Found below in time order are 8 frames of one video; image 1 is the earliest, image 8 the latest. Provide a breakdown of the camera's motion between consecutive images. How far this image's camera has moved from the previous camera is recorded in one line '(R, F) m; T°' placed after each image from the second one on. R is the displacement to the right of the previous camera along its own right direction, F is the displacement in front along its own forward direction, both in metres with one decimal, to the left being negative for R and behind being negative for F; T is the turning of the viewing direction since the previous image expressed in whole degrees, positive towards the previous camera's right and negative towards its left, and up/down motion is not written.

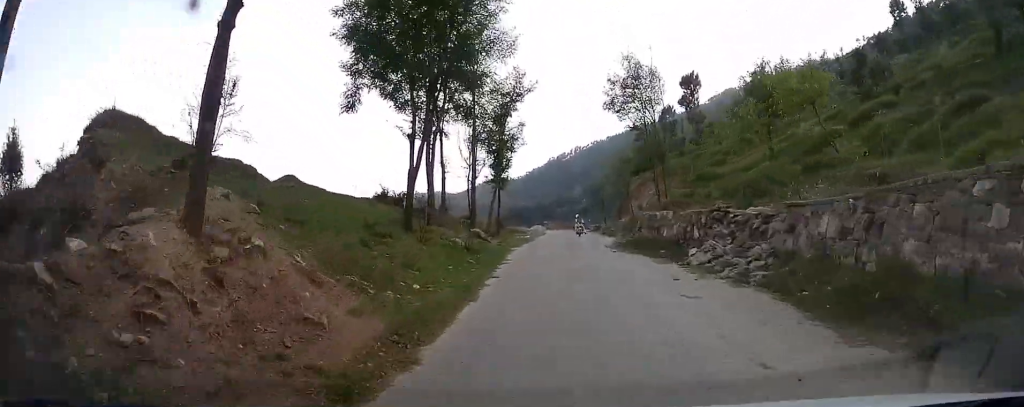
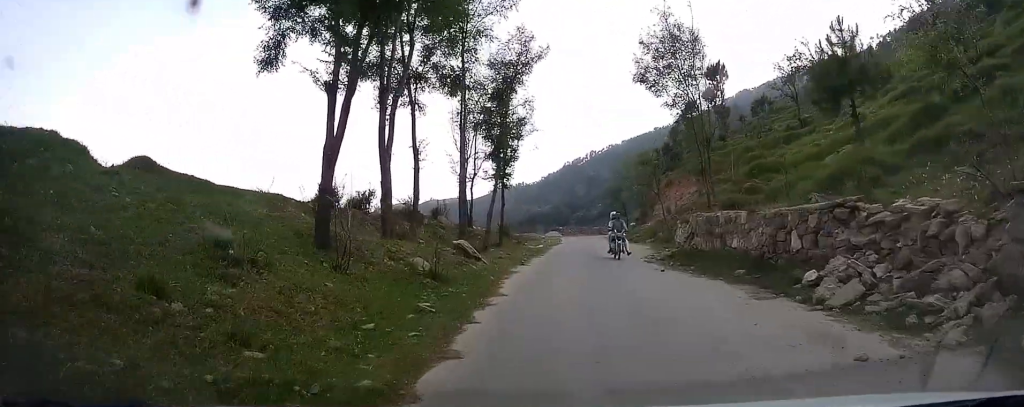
(+0.4, +7.9) m; +4°
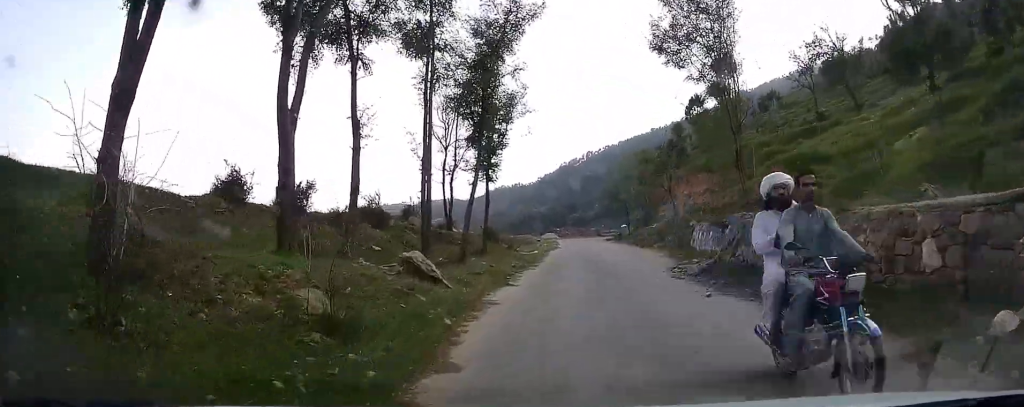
(+0.3, +5.8) m; +2°
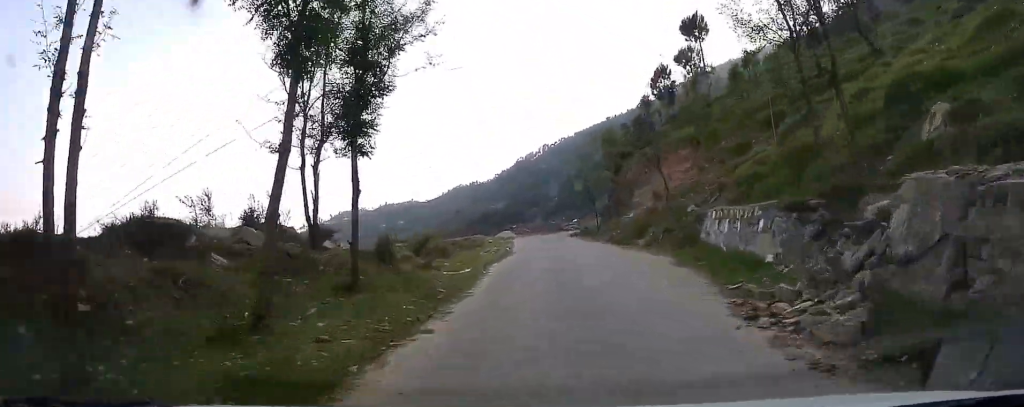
(-0.1, +9.2) m; +2°
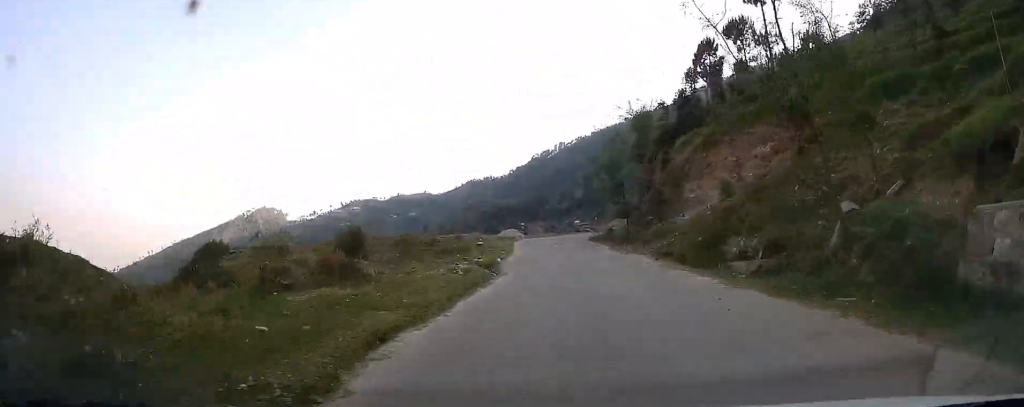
(+0.4, +11.7) m; +1°
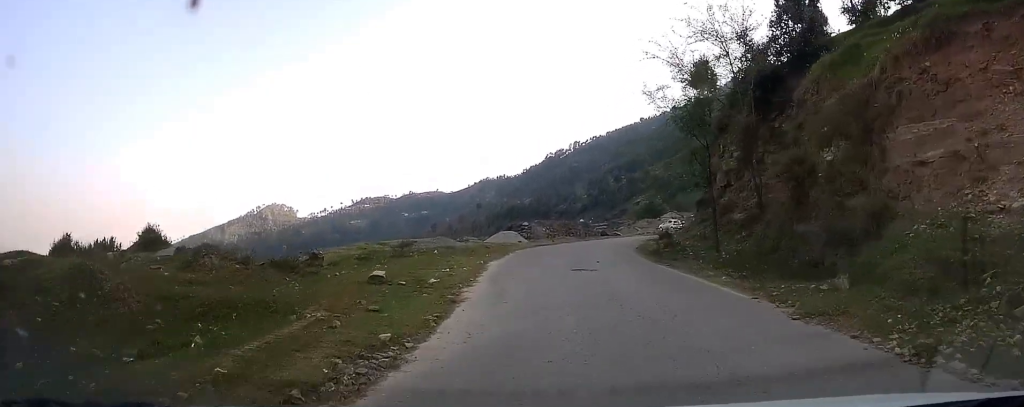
(-0.9, +19.7) m; -3°
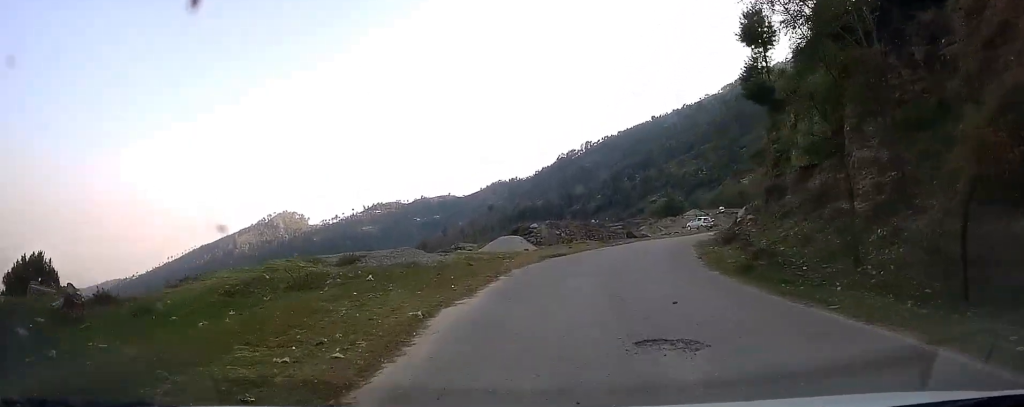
(+0.2, +9.4) m; +2°
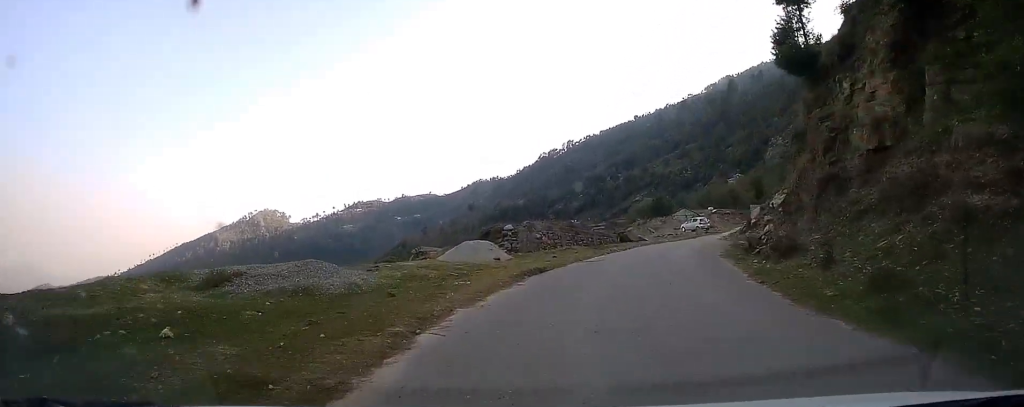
(+0.2, +6.7) m; +2°
